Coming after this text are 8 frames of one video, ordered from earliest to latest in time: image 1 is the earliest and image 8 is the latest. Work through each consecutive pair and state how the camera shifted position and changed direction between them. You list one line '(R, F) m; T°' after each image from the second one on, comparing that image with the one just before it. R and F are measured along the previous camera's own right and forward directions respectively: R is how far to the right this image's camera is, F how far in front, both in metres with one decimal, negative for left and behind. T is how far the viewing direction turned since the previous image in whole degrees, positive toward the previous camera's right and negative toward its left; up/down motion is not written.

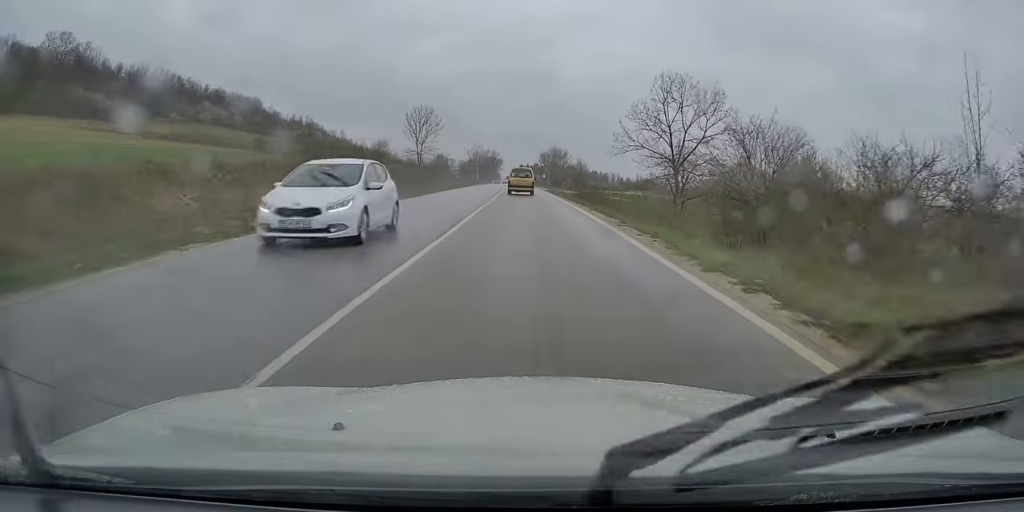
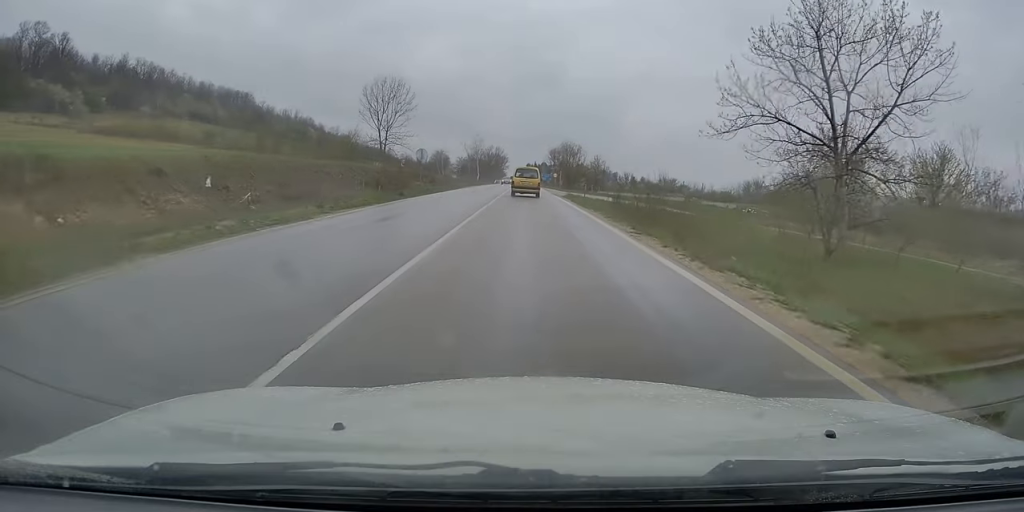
(0.0, +20.7) m; 0°
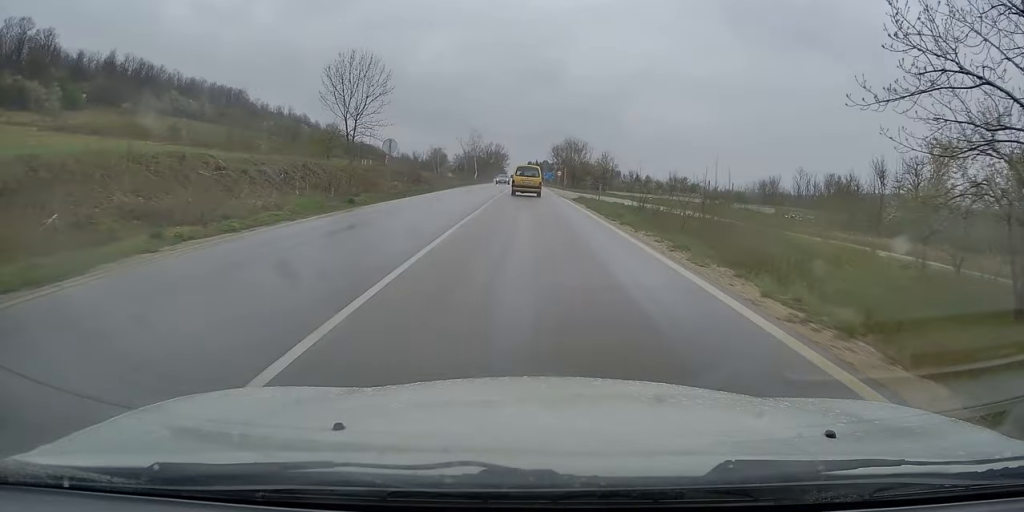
(-0.1, +9.5) m; 0°
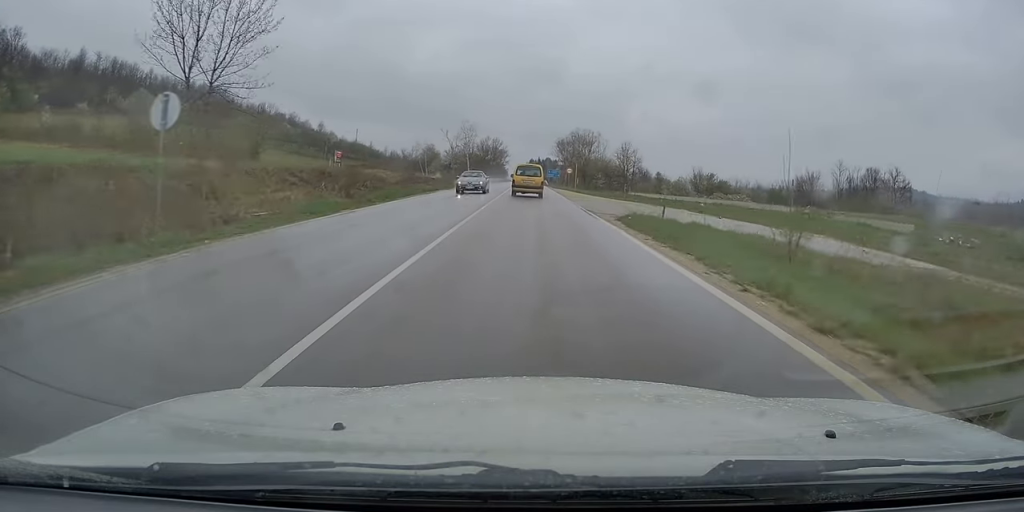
(0.0, +19.4) m; -1°
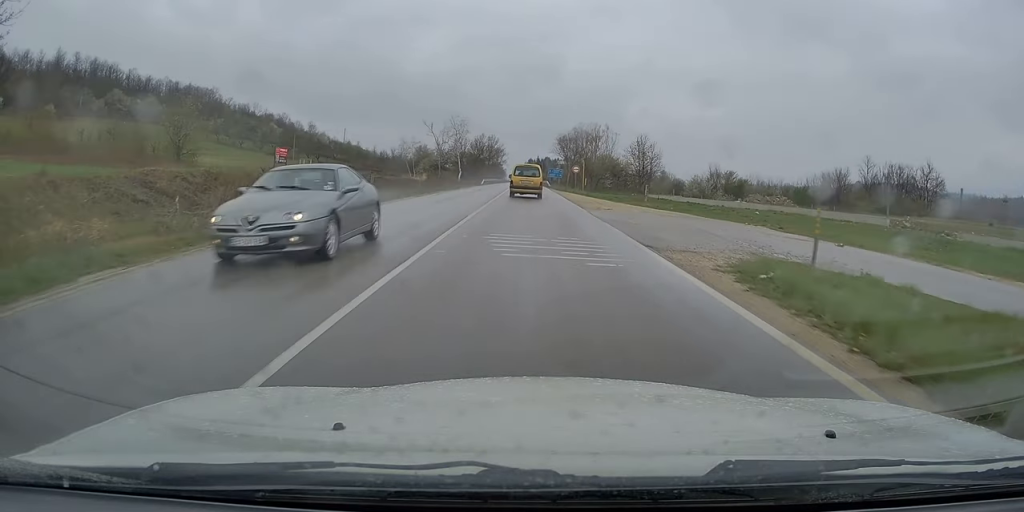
(-0.2, +12.2) m; 0°
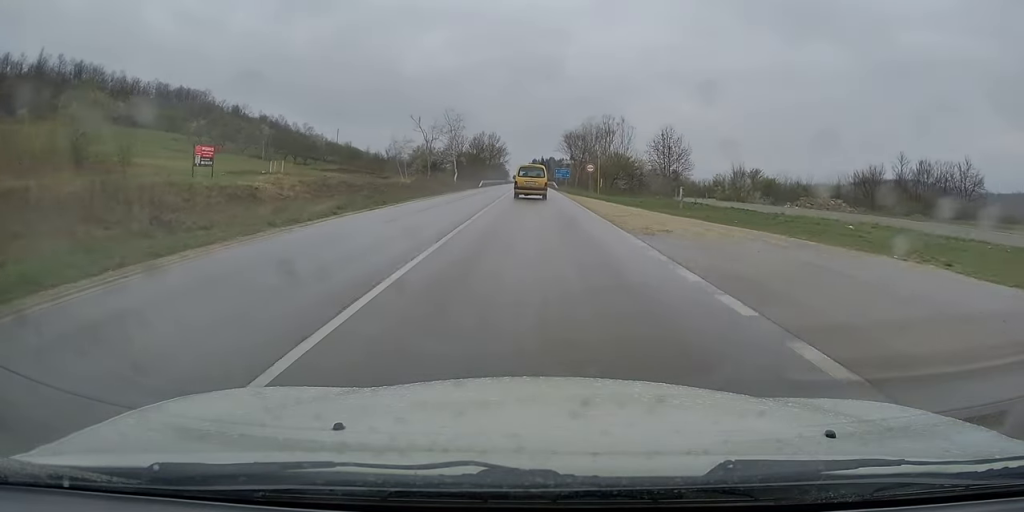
(0.0, +10.9) m; 0°
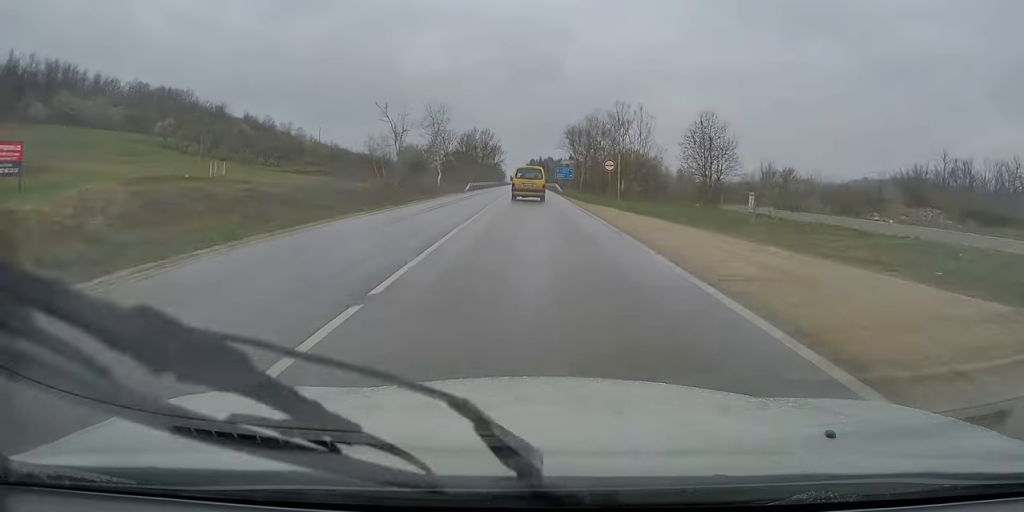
(0.0, +14.1) m; +1°
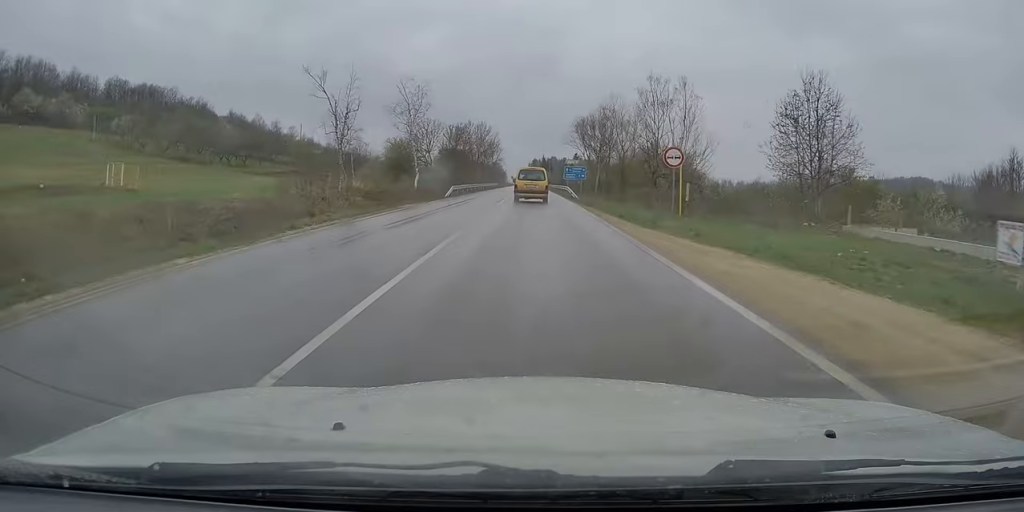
(+0.2, +16.8) m; +1°
